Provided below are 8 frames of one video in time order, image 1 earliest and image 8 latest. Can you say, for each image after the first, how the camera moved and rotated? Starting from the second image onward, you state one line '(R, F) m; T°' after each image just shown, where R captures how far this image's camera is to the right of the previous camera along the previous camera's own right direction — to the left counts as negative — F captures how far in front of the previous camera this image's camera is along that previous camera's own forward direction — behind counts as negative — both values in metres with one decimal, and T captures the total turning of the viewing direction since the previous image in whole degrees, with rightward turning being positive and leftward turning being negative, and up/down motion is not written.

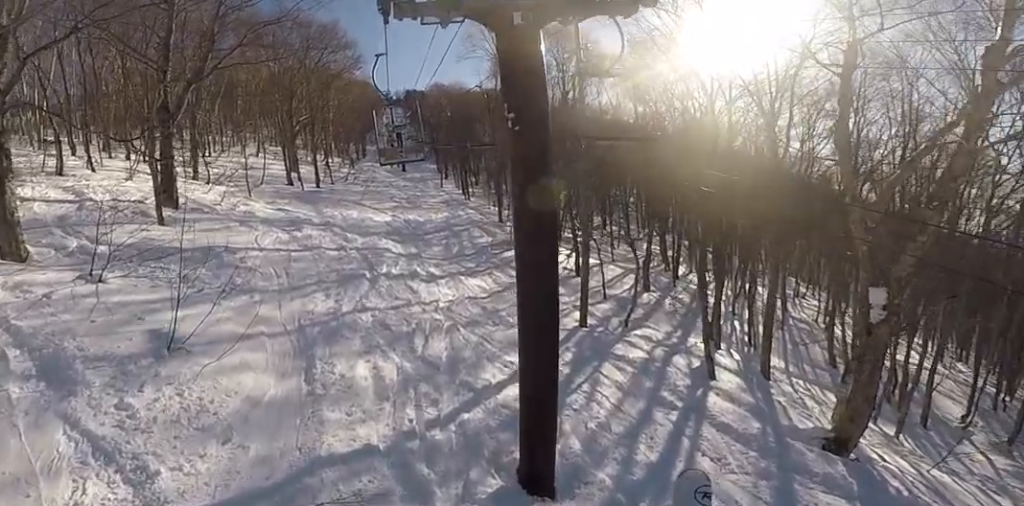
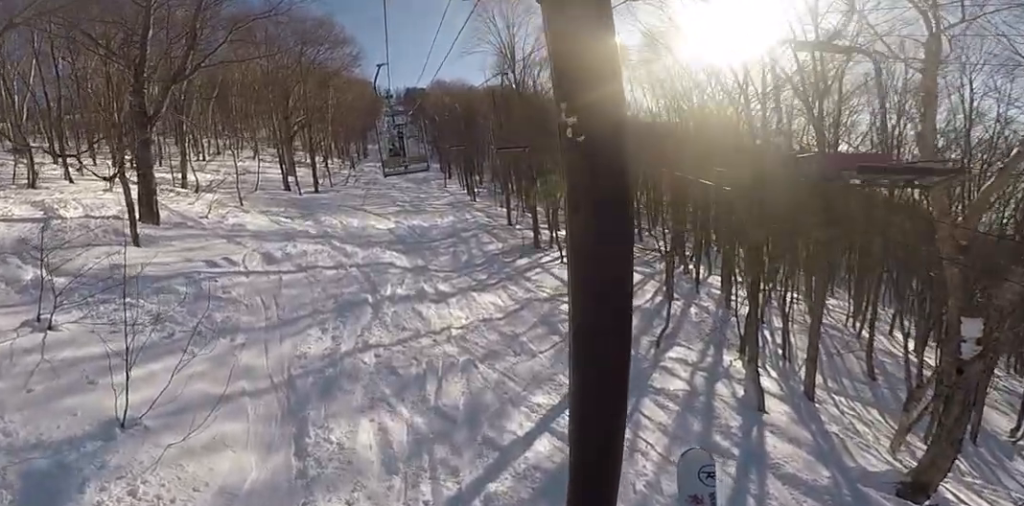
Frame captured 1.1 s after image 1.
(0.0, +2.0) m; 0°
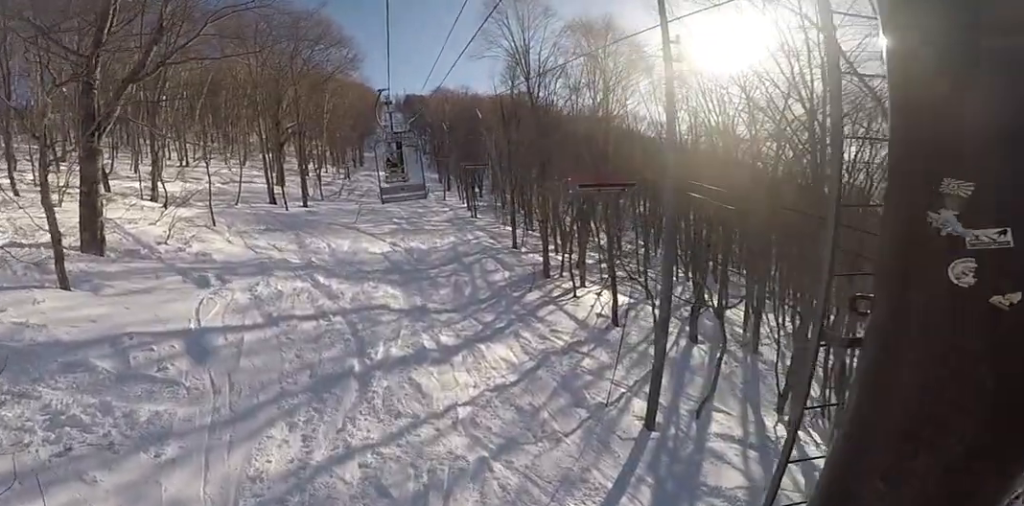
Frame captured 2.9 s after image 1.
(0.0, +3.6) m; 0°
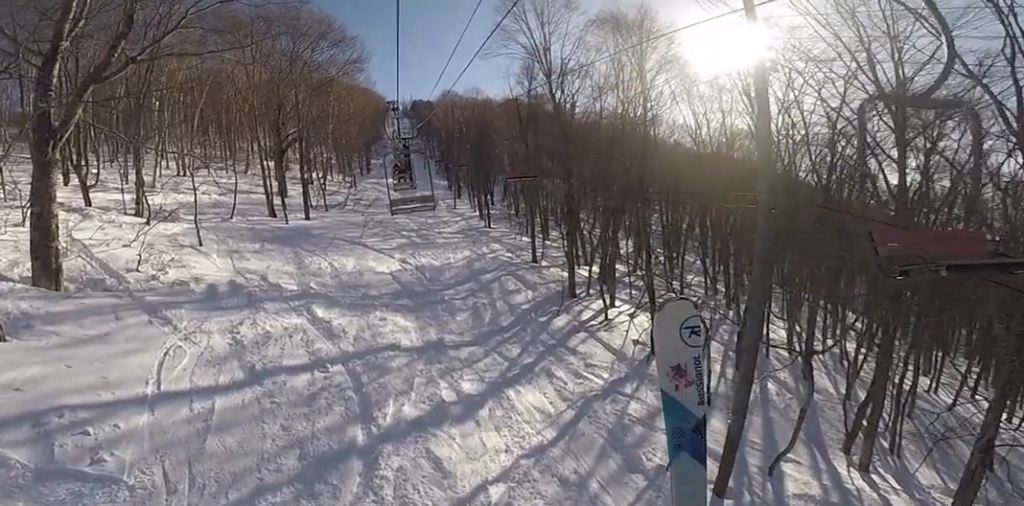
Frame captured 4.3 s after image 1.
(0.0, +2.9) m; 0°
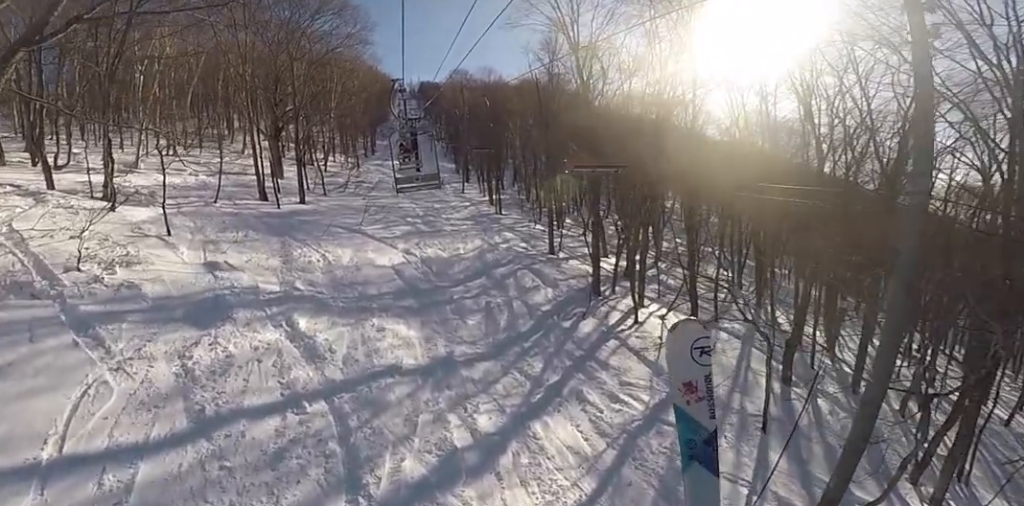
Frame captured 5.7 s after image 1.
(0.0, +2.5) m; 0°
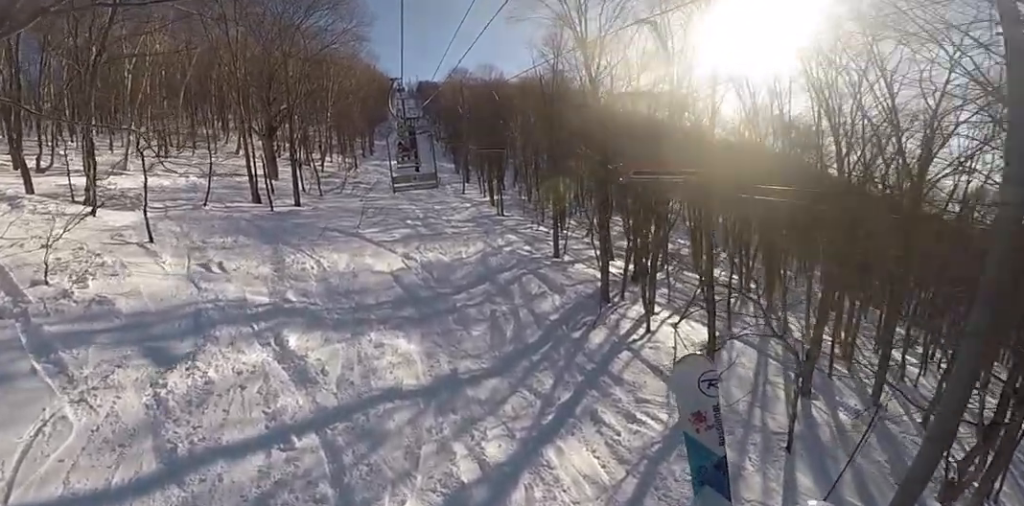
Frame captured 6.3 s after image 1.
(0.0, +1.0) m; 0°
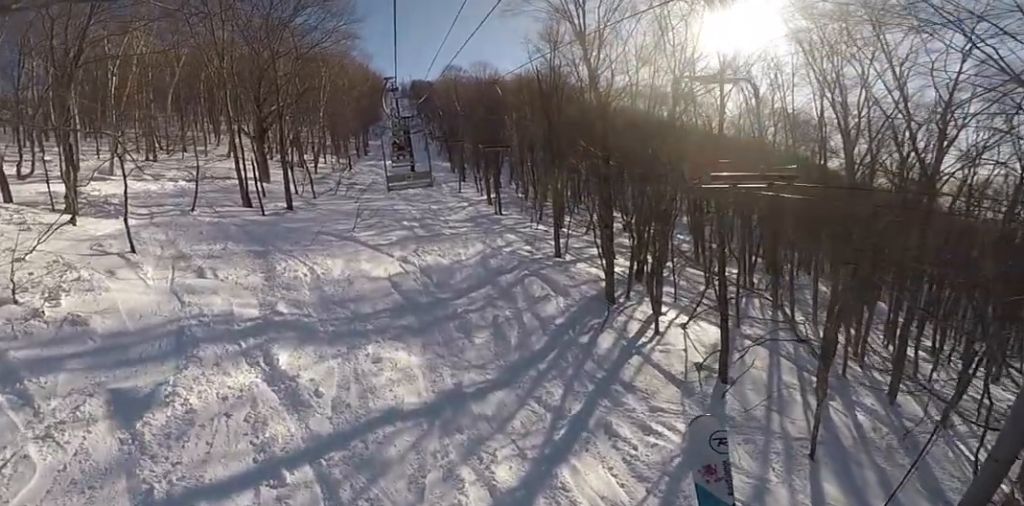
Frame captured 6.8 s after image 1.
(0.0, +0.8) m; 0°
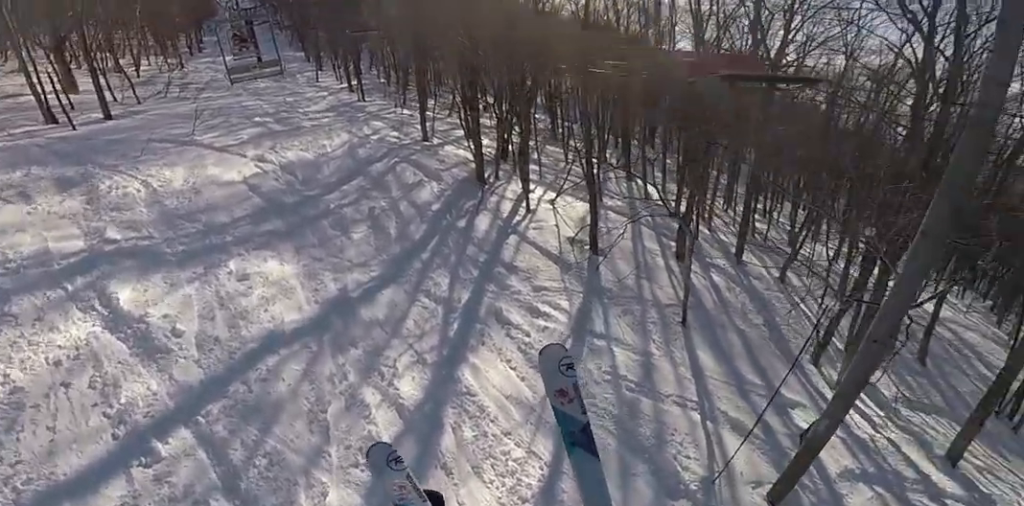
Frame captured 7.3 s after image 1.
(0.0, +0.9) m; 0°
